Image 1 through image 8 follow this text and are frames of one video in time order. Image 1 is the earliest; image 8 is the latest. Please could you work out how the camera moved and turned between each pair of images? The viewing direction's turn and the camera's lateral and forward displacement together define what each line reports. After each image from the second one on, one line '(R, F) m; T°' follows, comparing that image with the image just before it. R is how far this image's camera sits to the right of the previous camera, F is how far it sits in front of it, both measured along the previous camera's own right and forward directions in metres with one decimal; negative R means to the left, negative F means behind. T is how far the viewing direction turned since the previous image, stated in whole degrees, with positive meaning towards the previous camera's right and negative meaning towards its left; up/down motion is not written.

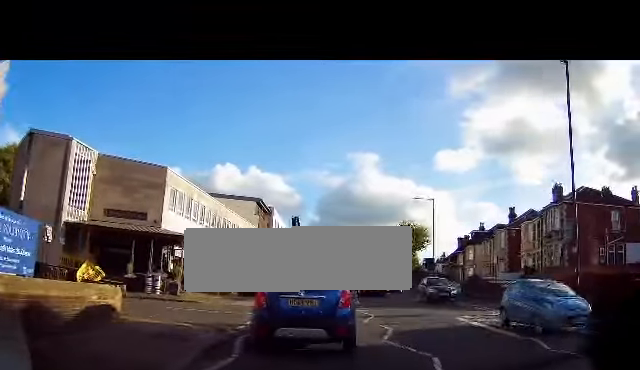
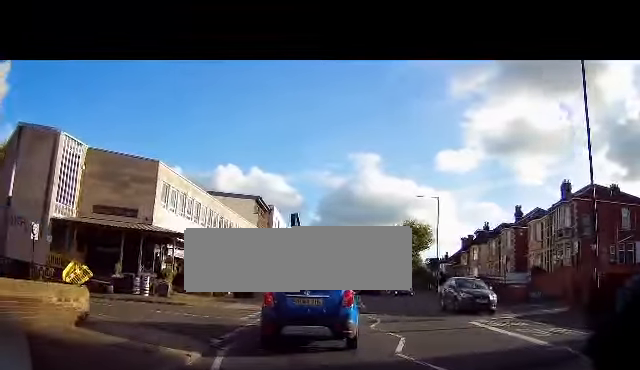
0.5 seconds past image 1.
(0.0, +1.6) m; +2°
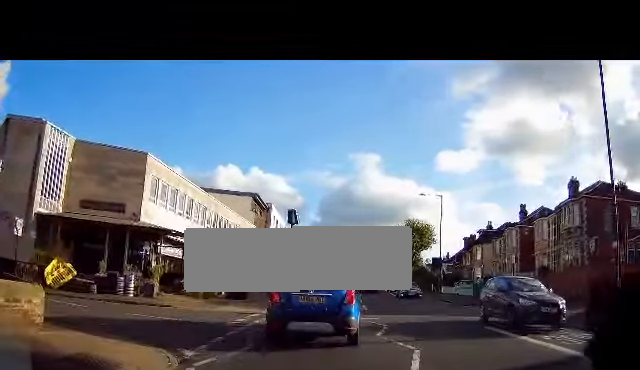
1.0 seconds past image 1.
(0.0, +1.8) m; 0°
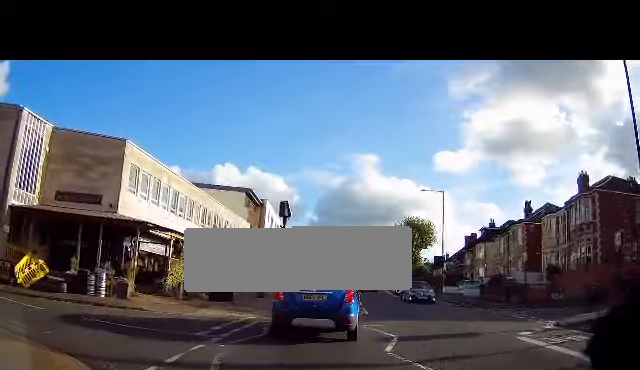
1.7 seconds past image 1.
(0.0, +2.4) m; 0°
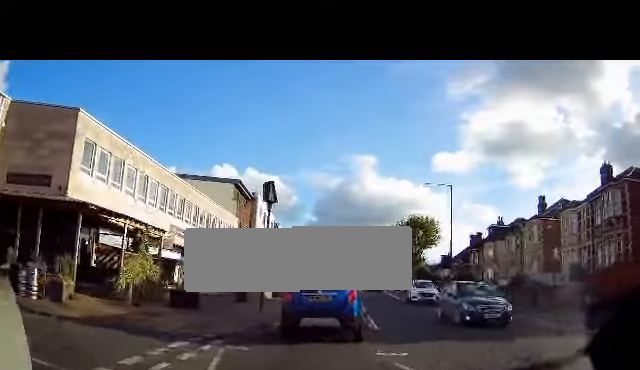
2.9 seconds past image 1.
(0.0, +4.6) m; 0°
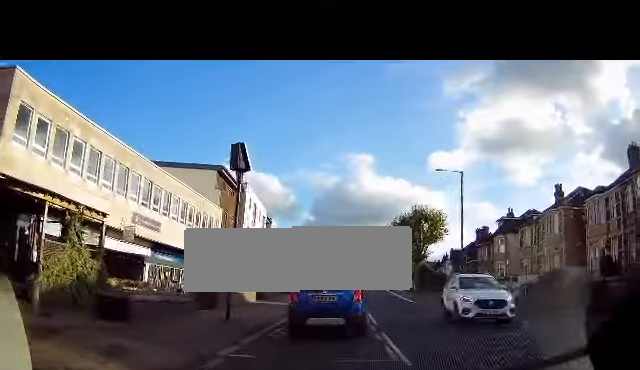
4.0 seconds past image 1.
(+0.1, +4.9) m; -1°
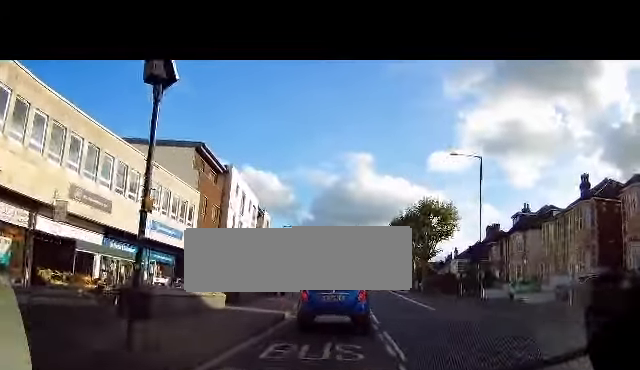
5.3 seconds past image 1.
(-0.2, +5.8) m; +2°
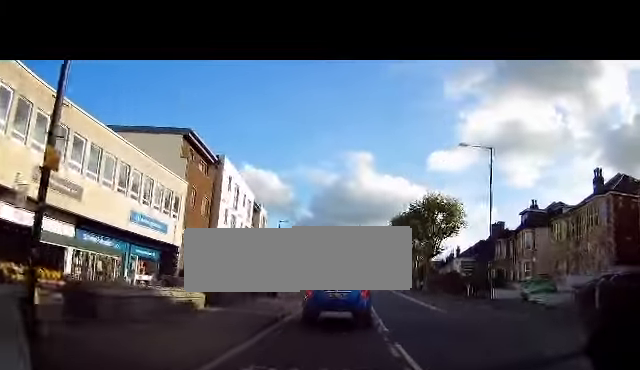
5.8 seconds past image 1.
(+0.1, +2.6) m; +2°
